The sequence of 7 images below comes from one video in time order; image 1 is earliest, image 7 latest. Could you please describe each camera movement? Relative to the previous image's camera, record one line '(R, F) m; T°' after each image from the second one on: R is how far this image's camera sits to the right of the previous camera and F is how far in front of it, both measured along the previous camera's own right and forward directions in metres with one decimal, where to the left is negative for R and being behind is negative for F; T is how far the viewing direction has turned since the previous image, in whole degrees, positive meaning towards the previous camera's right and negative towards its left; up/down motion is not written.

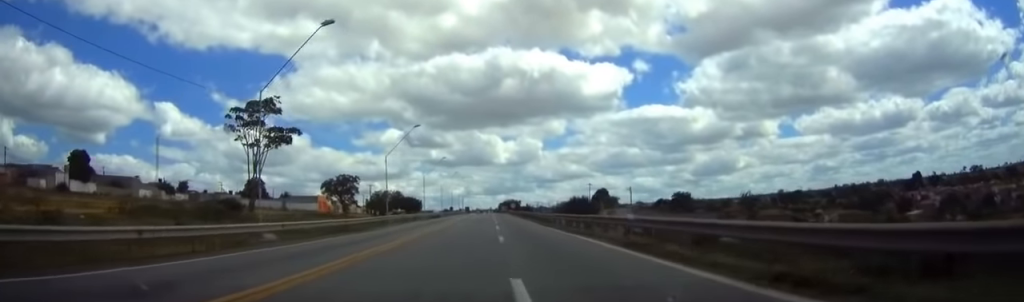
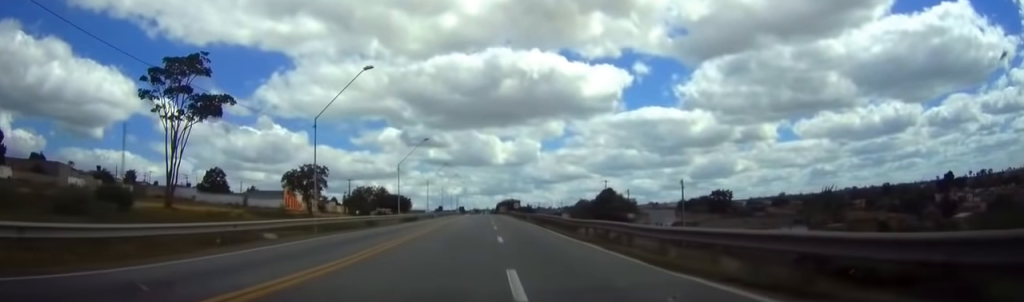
(-0.1, +28.8) m; 0°
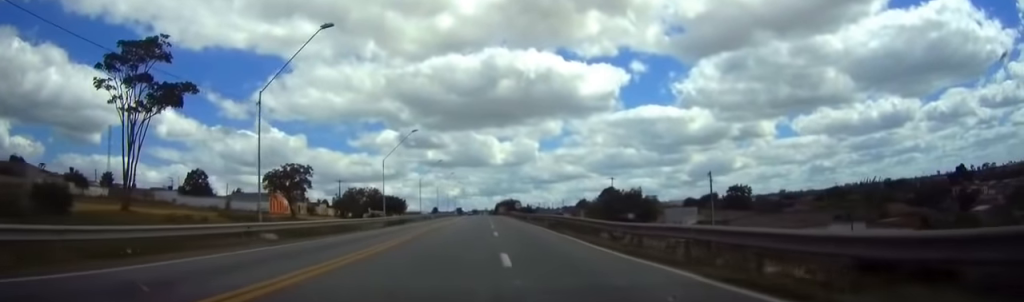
(0.0, +10.3) m; 0°
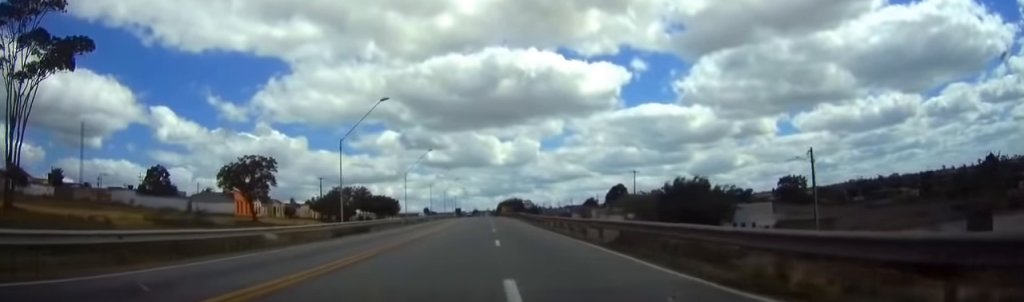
(+0.1, +21.3) m; 0°
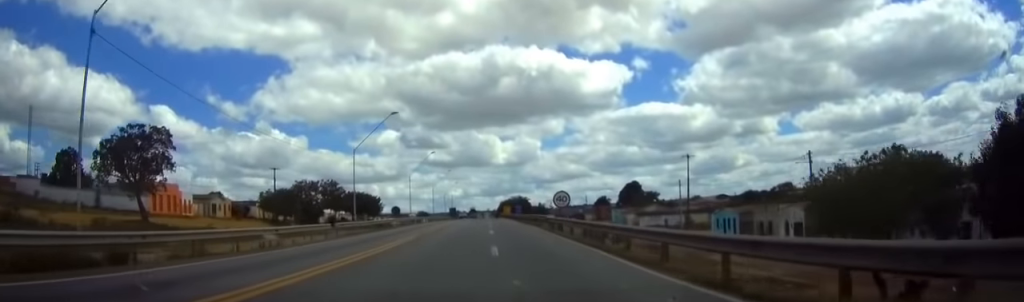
(0.0, +34.2) m; 0°
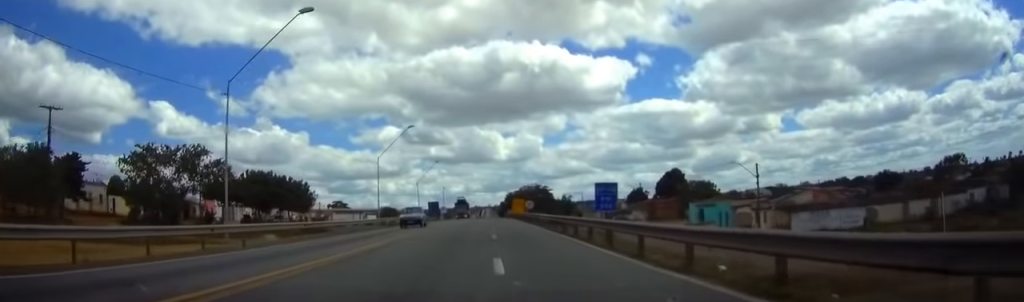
(-0.1, +68.8) m; 0°
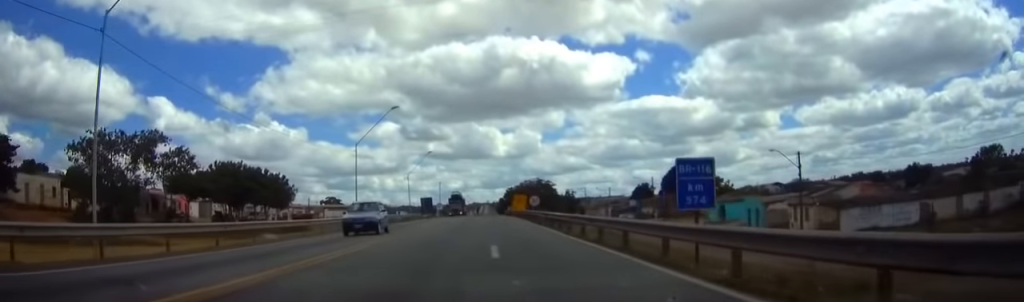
(0.0, +10.9) m; 0°
